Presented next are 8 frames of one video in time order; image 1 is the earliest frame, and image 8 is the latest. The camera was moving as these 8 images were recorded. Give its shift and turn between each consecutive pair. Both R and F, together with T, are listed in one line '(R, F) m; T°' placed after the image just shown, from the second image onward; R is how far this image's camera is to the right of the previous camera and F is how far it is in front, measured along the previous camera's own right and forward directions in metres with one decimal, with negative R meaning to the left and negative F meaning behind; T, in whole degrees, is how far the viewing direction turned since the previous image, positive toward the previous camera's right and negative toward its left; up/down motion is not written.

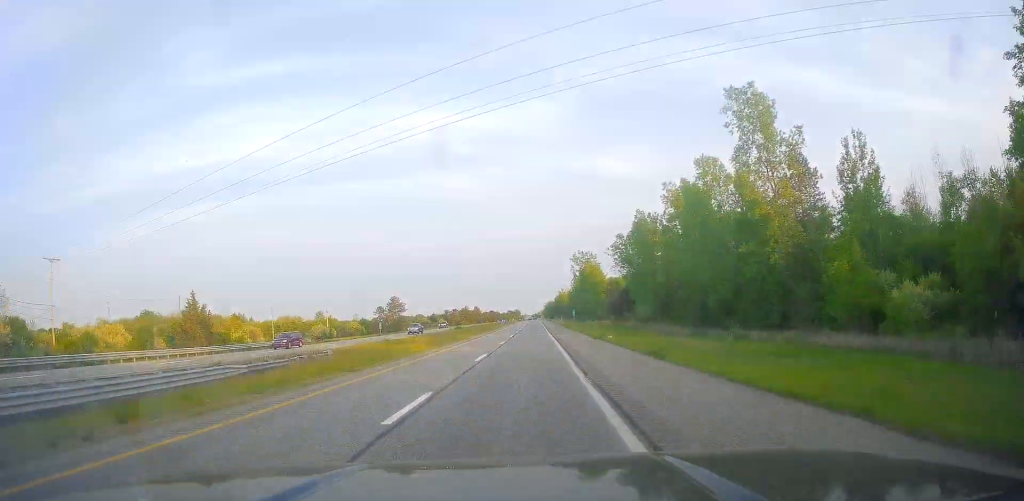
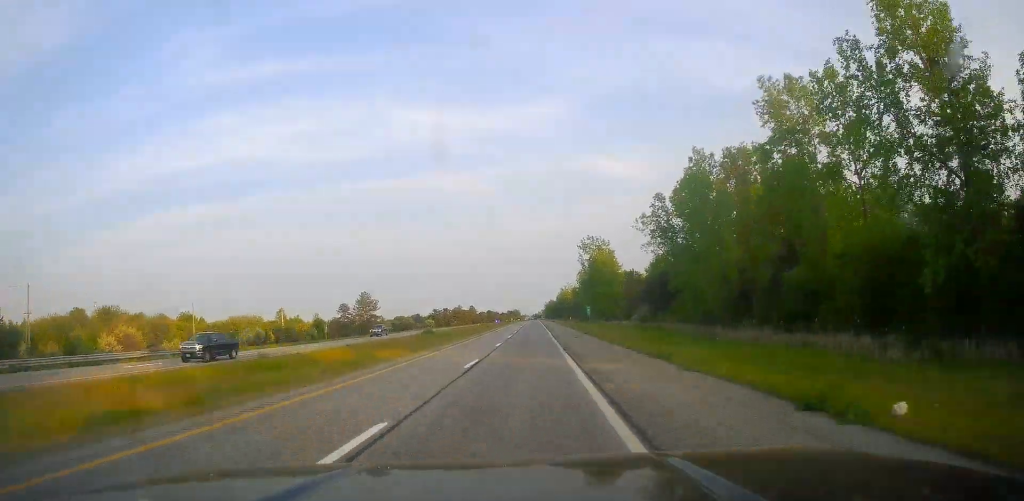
(+0.3, +34.7) m; +1°
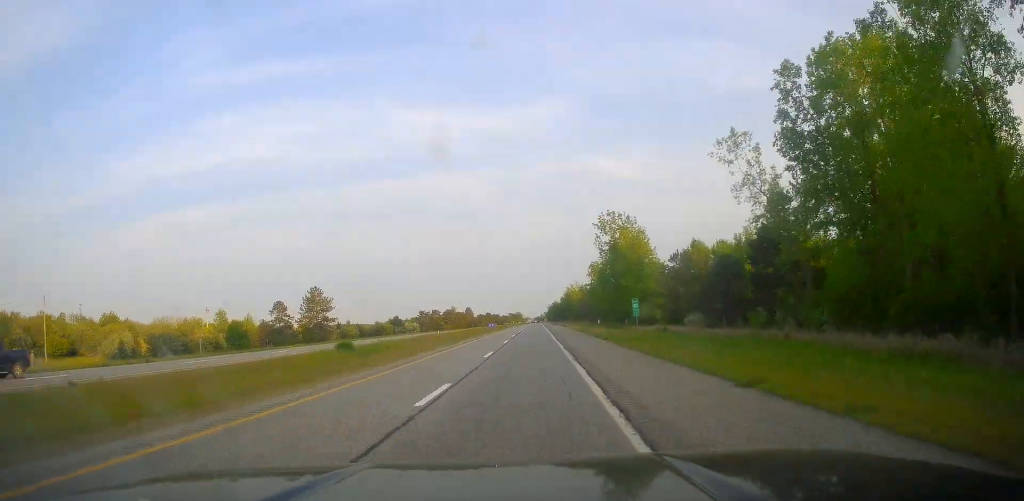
(+0.2, +39.5) m; 0°
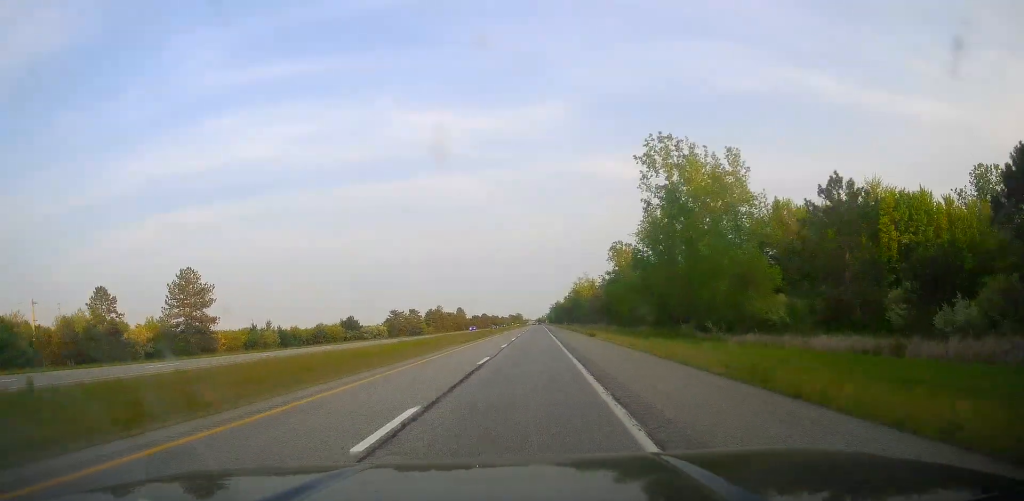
(-0.6, +50.3) m; -1°
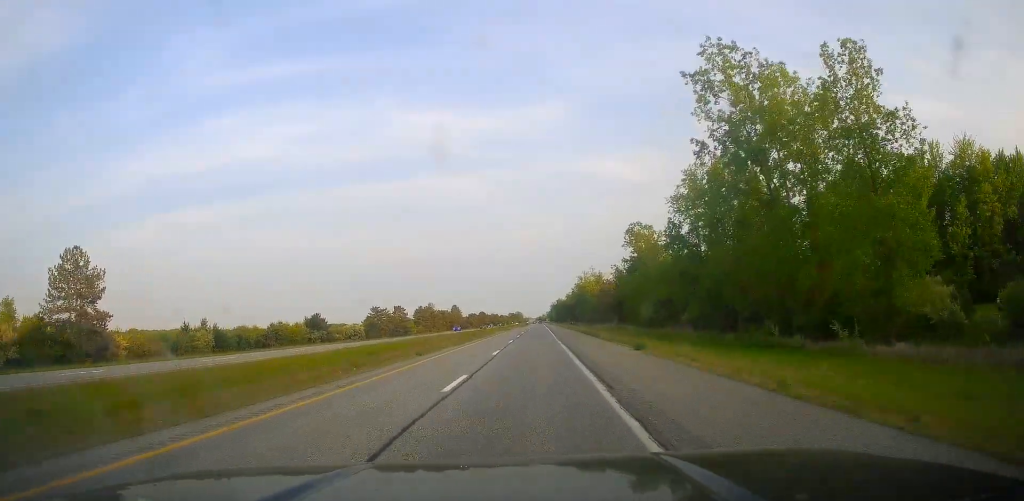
(-0.1, +24.1) m; 0°
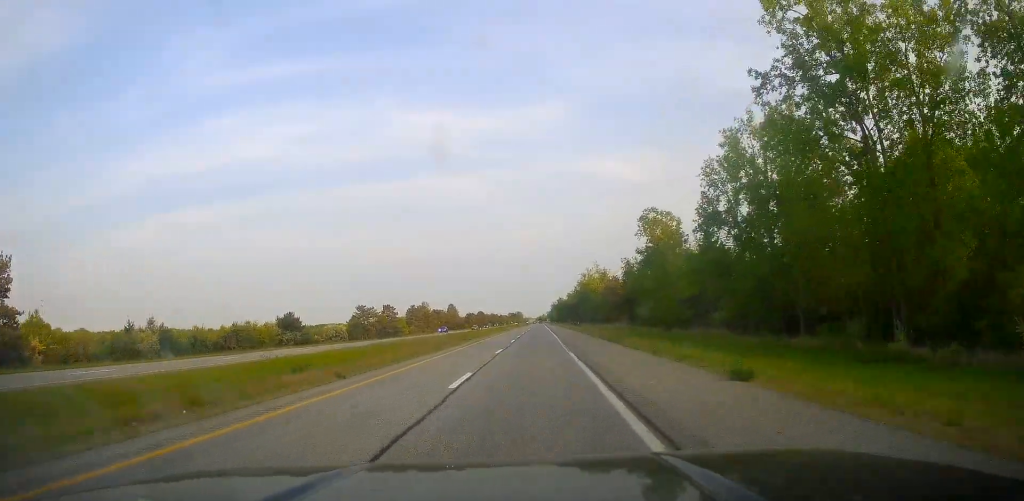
(0.0, +14.5) m; 0°
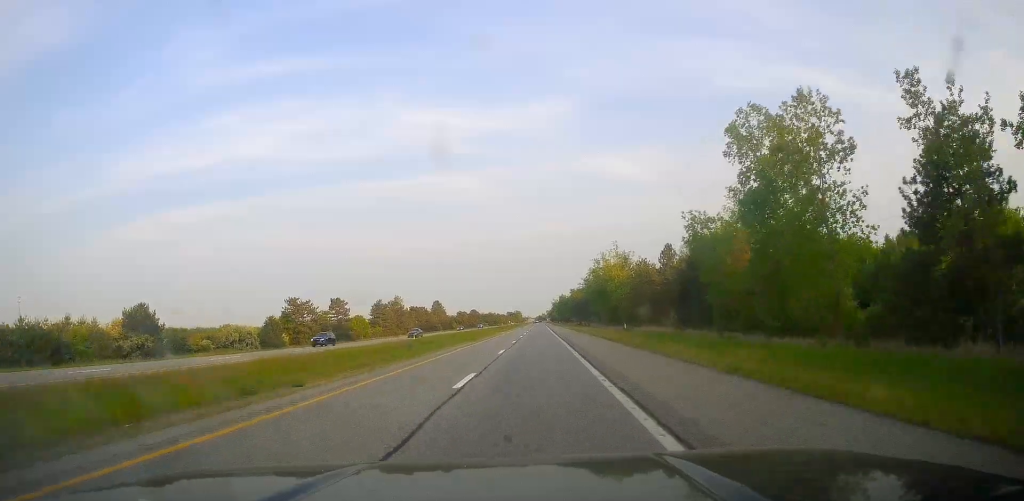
(0.0, +47.0) m; 0°
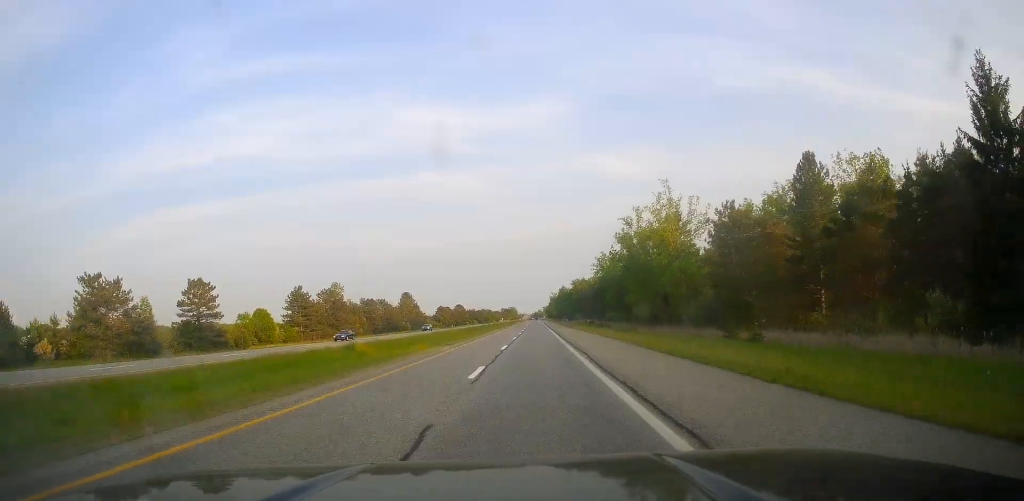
(0.0, +59.0) m; 0°
